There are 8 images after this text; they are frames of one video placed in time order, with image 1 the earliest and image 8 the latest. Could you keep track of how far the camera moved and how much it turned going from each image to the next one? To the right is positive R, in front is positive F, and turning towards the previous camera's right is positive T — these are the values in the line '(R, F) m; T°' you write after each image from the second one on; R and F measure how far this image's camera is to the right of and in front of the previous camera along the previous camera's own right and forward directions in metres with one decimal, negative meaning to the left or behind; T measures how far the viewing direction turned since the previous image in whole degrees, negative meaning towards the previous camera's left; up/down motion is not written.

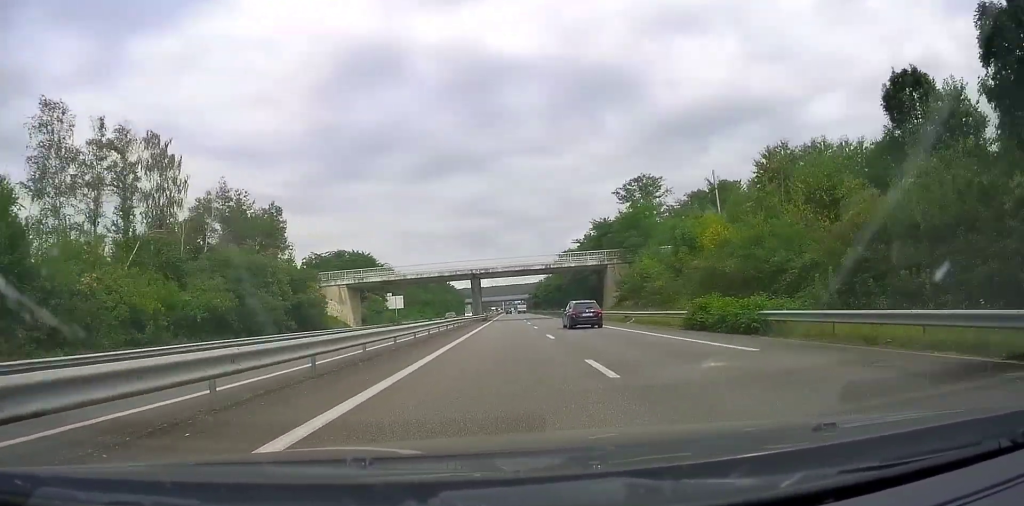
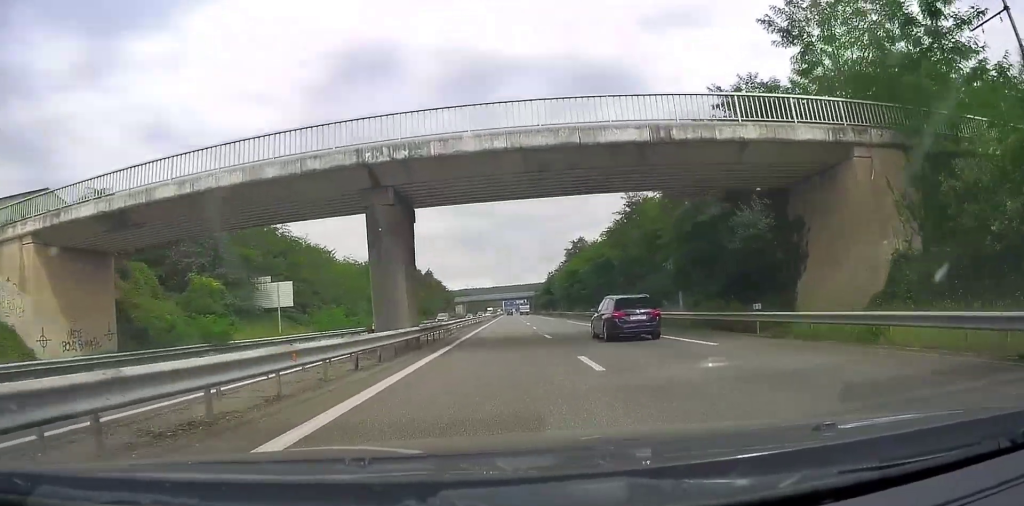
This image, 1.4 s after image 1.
(+0.1, +51.3) m; +1°
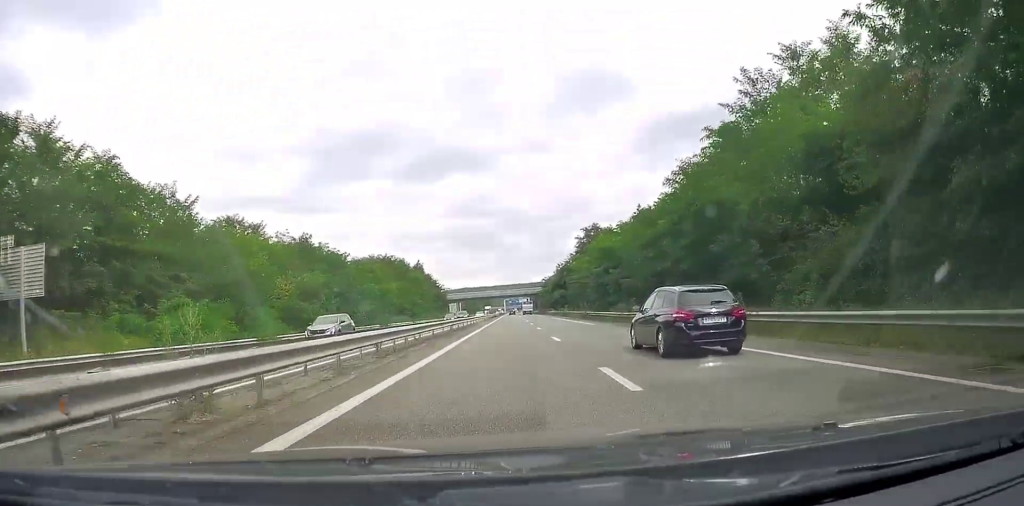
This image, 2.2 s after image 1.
(+0.6, +28.9) m; 0°
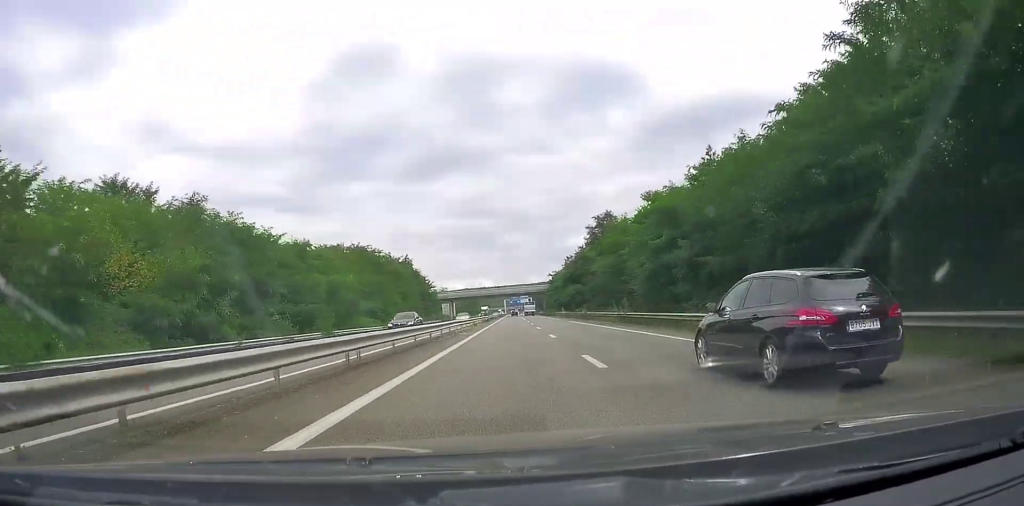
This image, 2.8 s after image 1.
(-0.6, +22.7) m; -1°
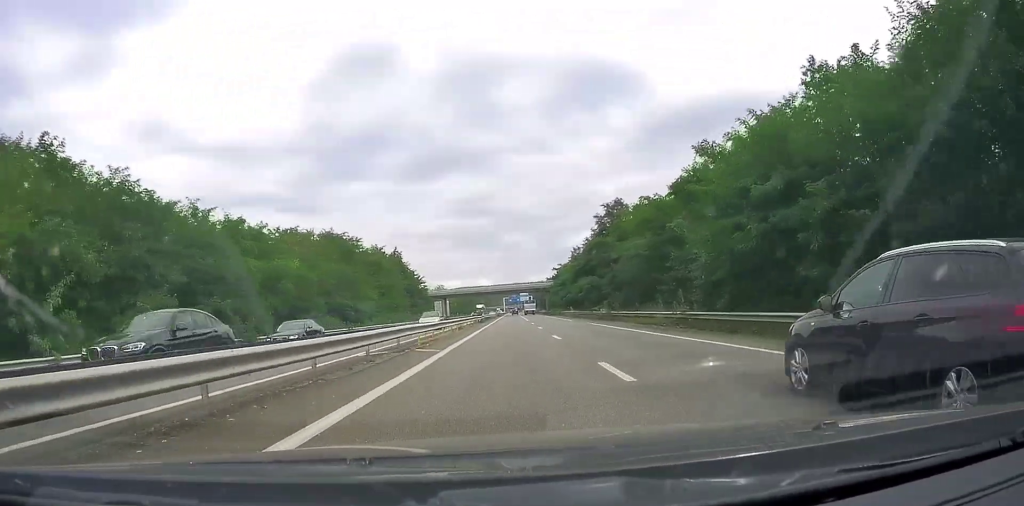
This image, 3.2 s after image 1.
(-0.1, +15.3) m; 0°
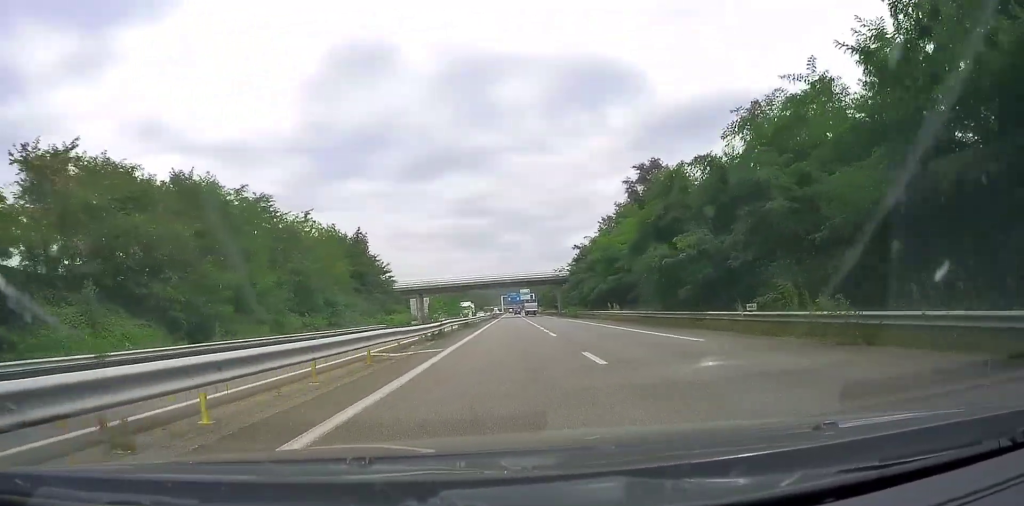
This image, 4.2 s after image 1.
(+0.5, +36.1) m; +1°
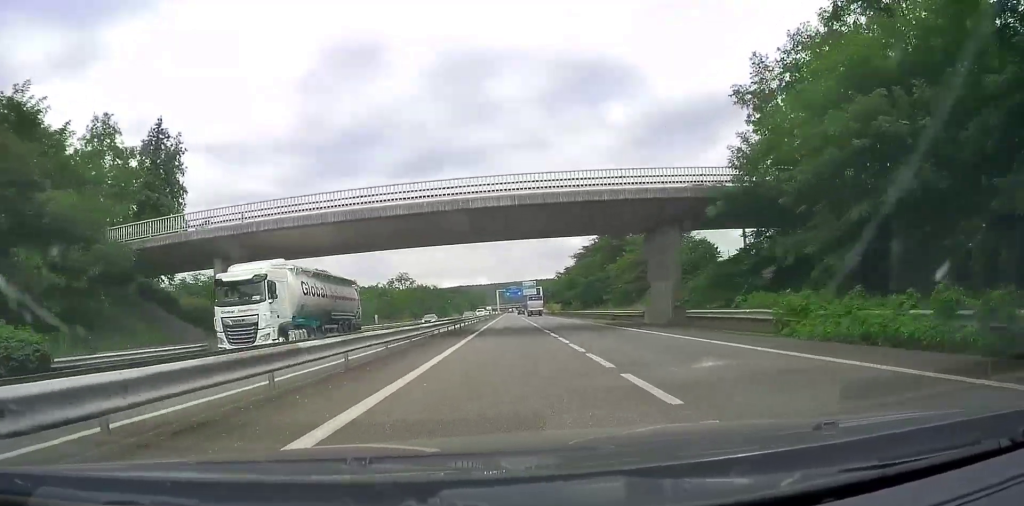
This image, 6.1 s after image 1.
(-0.1, +69.1) m; -1°
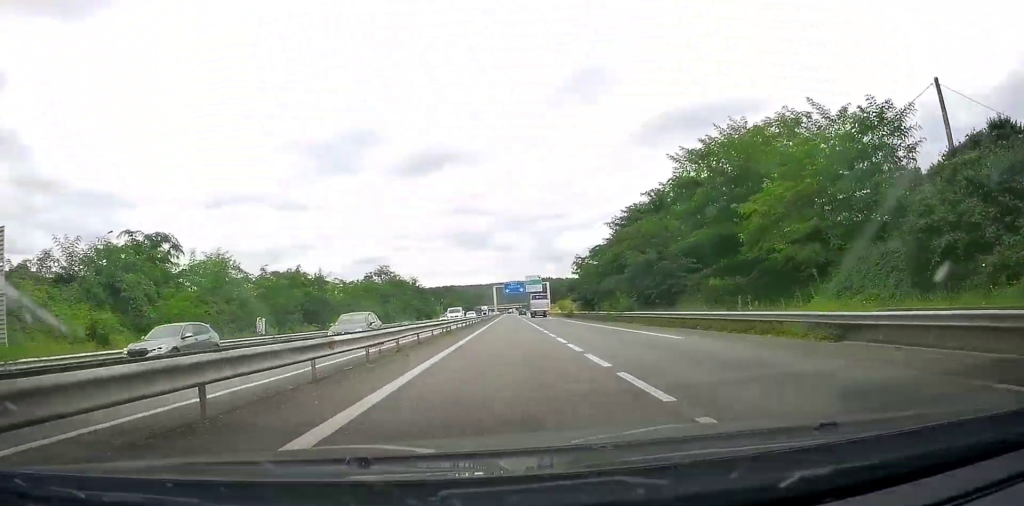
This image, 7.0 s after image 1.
(-0.5, +33.7) m; 0°
